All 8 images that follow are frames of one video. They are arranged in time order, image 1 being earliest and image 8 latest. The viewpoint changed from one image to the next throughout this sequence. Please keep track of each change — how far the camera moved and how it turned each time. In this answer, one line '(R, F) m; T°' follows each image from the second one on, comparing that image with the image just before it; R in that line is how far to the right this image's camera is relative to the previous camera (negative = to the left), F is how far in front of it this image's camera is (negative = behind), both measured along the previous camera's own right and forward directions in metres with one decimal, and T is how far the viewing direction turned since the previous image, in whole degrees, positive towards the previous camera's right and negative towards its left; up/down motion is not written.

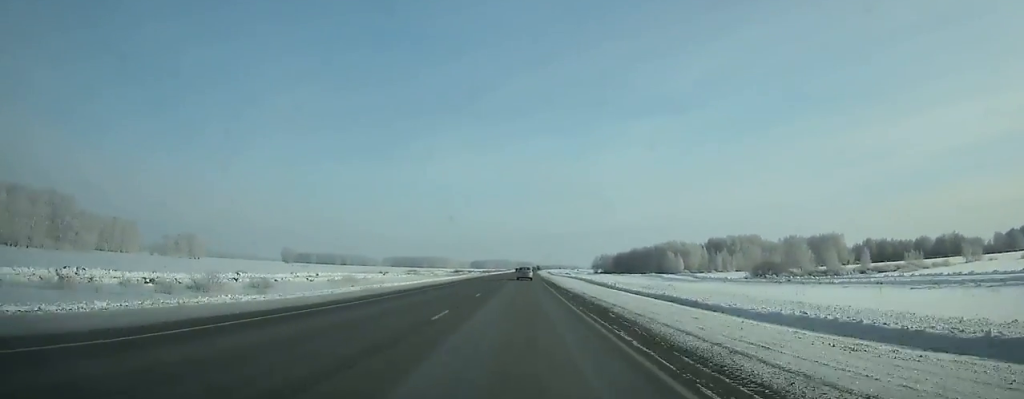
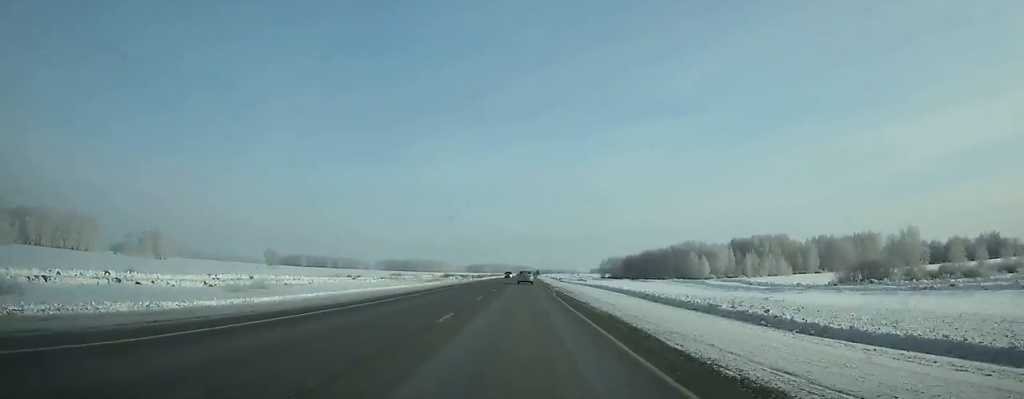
(0.0, +35.8) m; 0°
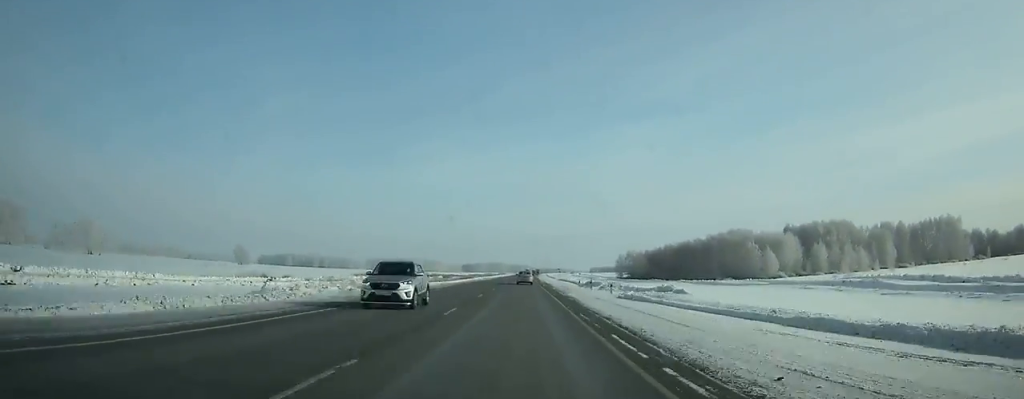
(+0.2, +56.7) m; 0°
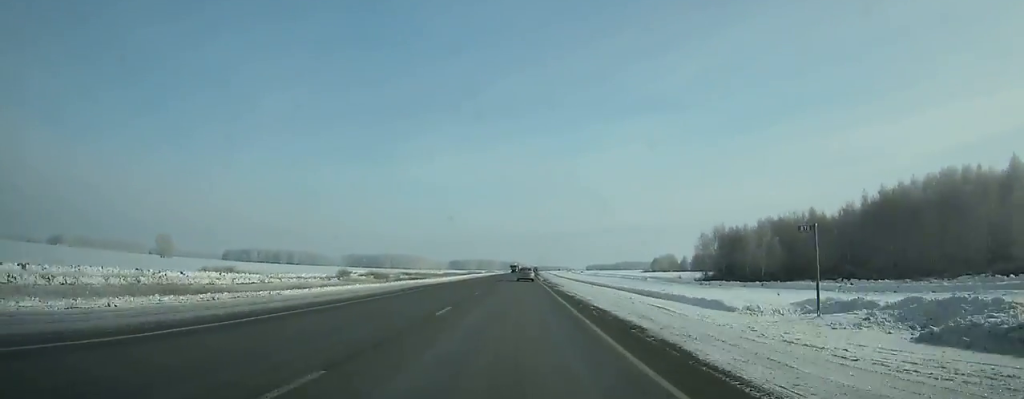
(+0.7, +105.2) m; +1°
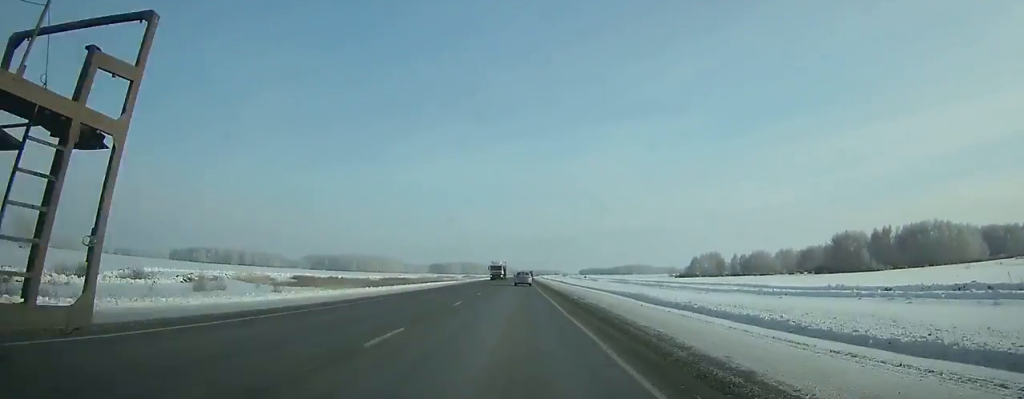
(+0.5, +116.7) m; 0°
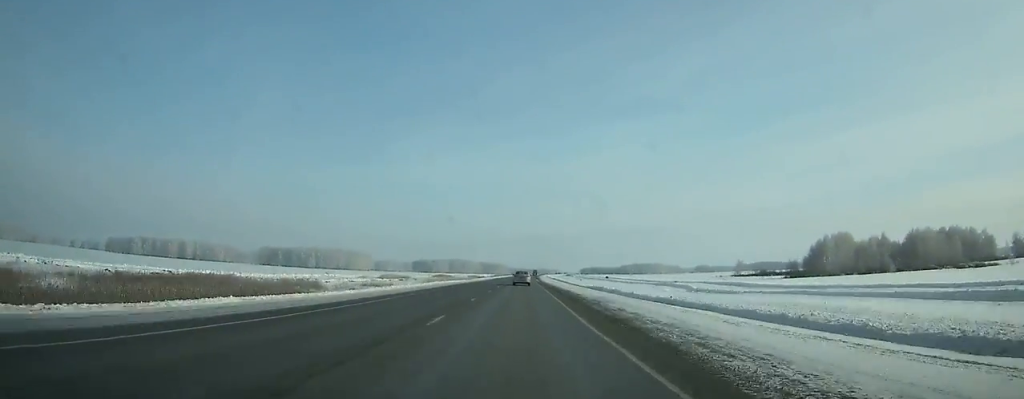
(+0.4, +133.0) m; +1°
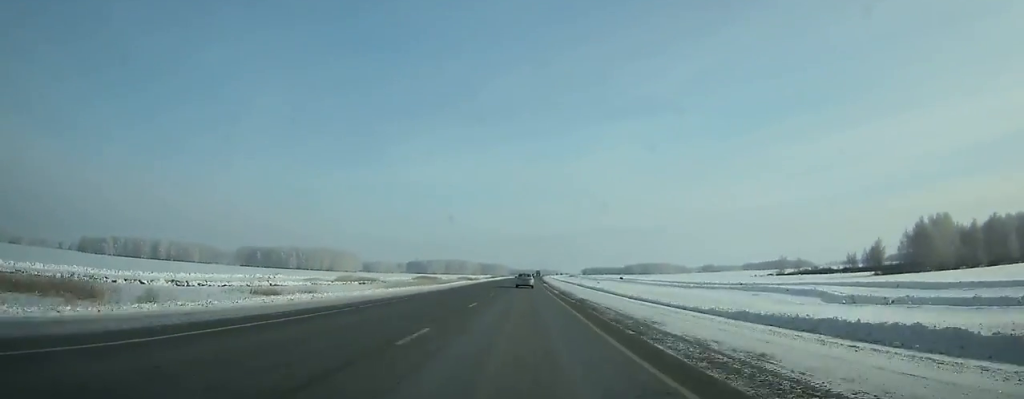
(+0.1, +51.3) m; 0°
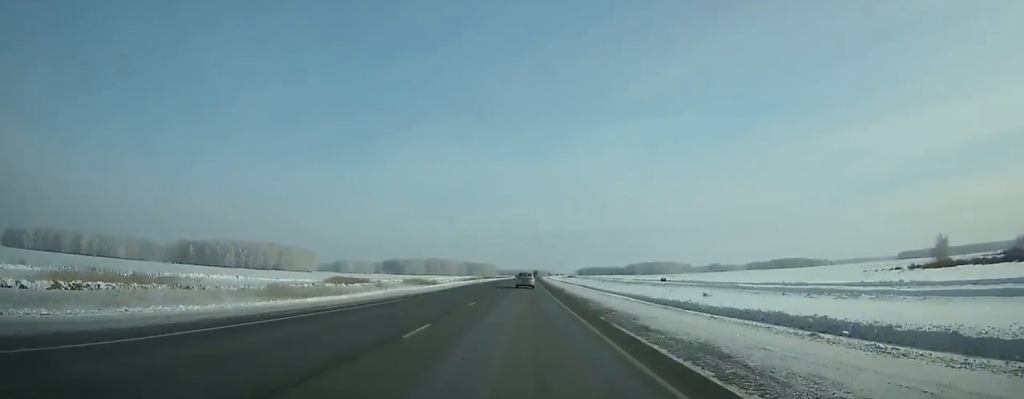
(+0.9, +109.8) m; +1°
